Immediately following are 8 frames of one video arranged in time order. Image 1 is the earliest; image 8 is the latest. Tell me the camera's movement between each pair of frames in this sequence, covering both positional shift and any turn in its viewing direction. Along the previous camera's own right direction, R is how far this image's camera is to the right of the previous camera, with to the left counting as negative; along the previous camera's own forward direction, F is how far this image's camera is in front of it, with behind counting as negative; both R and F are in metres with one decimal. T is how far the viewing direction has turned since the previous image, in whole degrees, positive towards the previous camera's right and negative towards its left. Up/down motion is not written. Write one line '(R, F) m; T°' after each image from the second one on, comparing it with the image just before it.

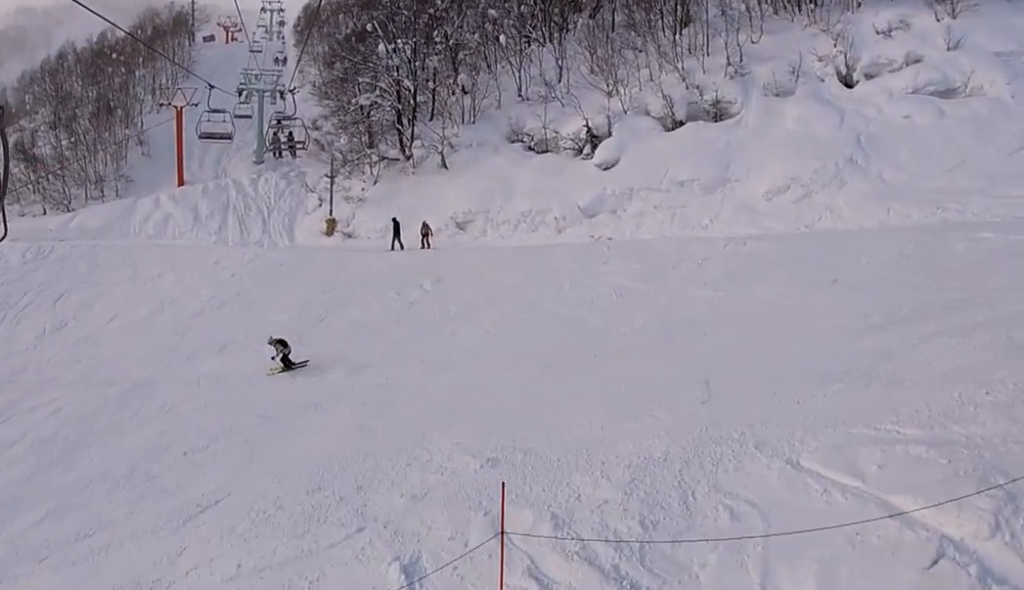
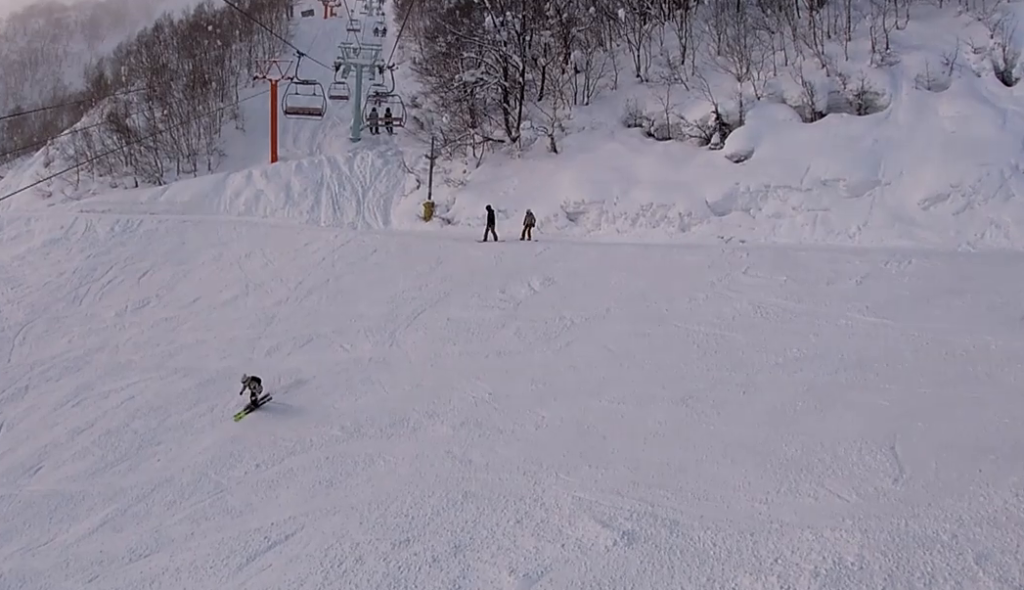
(+0.5, +3.0) m; -6°
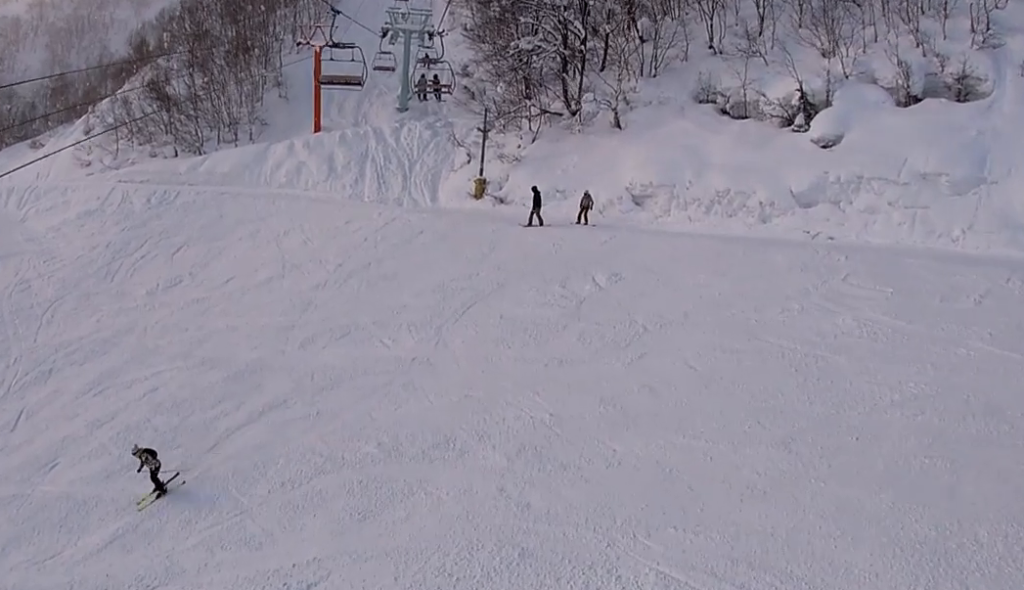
(-0.5, +2.7) m; +2°
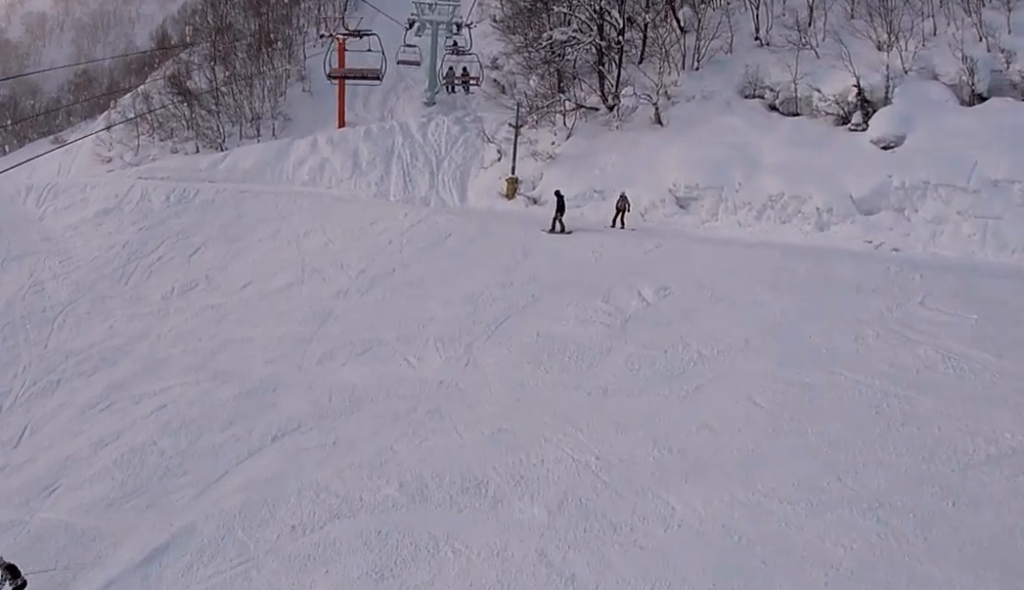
(-0.7, +2.0) m; +3°
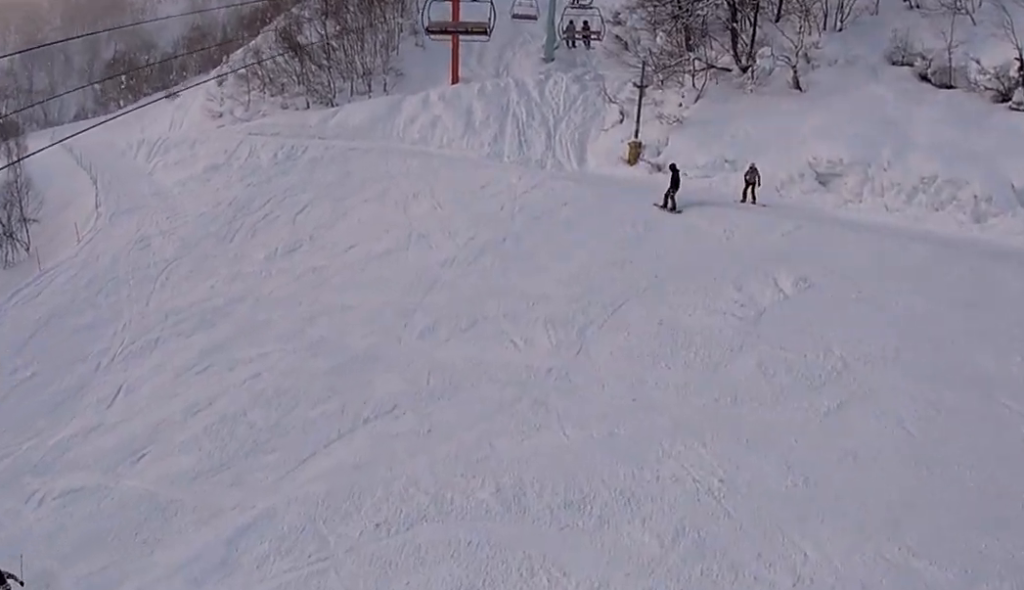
(+0.7, +1.5) m; 0°
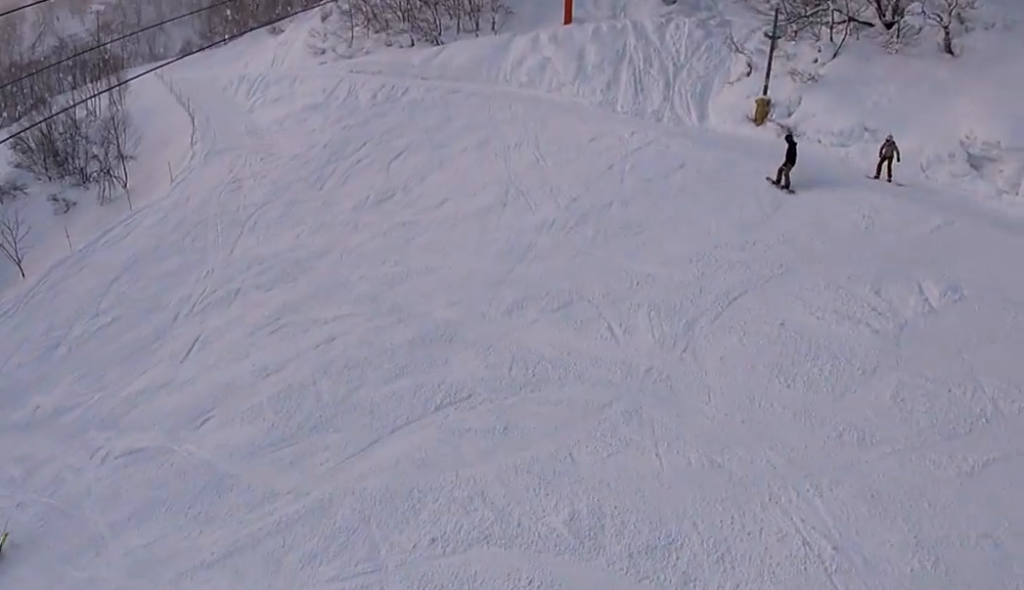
(+0.9, +2.0) m; 0°
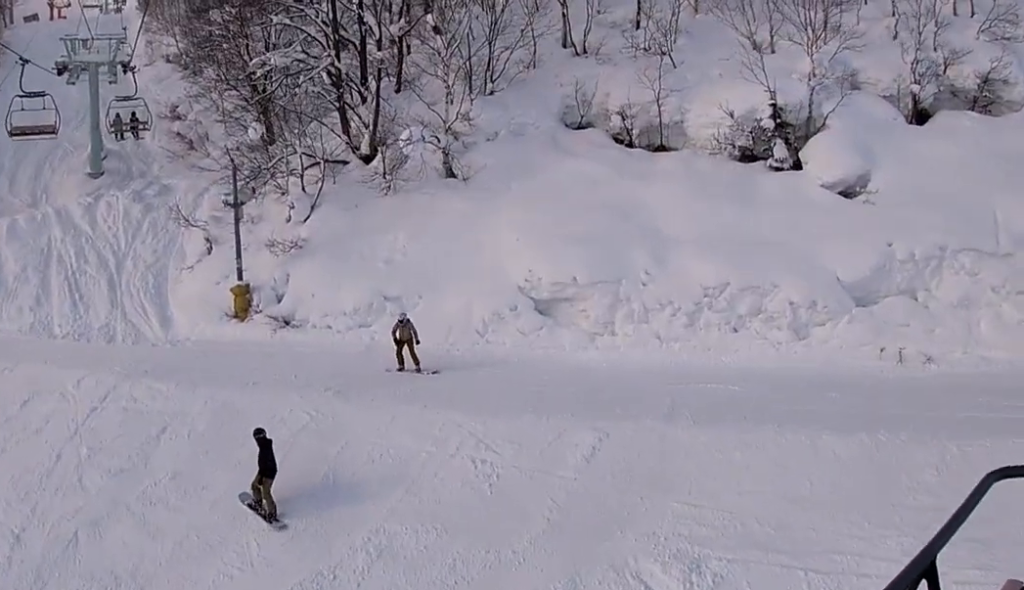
(+0.6, +9.6) m; +11°
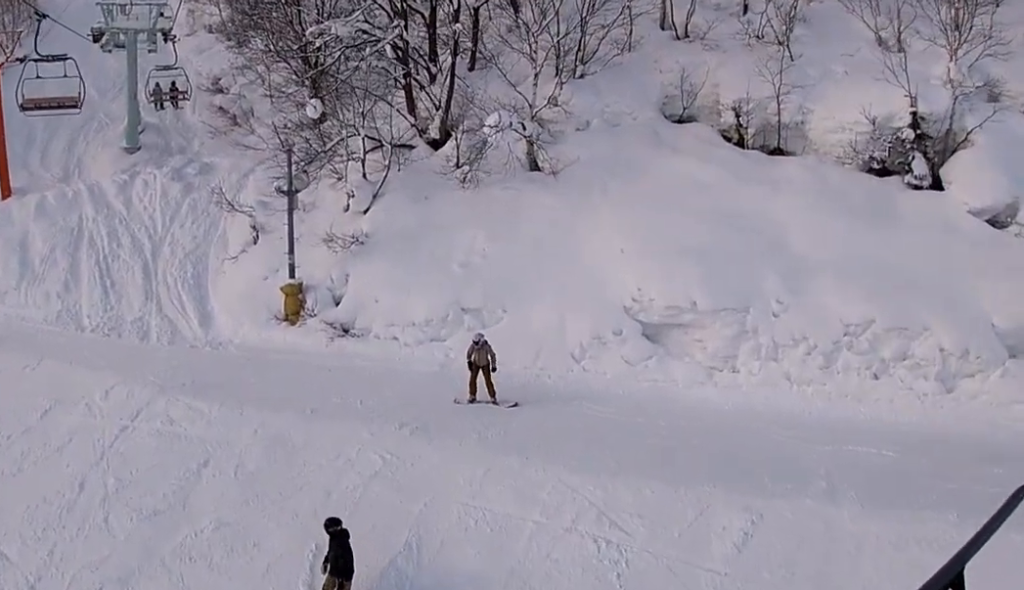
(-0.3, +3.1) m; -10°
